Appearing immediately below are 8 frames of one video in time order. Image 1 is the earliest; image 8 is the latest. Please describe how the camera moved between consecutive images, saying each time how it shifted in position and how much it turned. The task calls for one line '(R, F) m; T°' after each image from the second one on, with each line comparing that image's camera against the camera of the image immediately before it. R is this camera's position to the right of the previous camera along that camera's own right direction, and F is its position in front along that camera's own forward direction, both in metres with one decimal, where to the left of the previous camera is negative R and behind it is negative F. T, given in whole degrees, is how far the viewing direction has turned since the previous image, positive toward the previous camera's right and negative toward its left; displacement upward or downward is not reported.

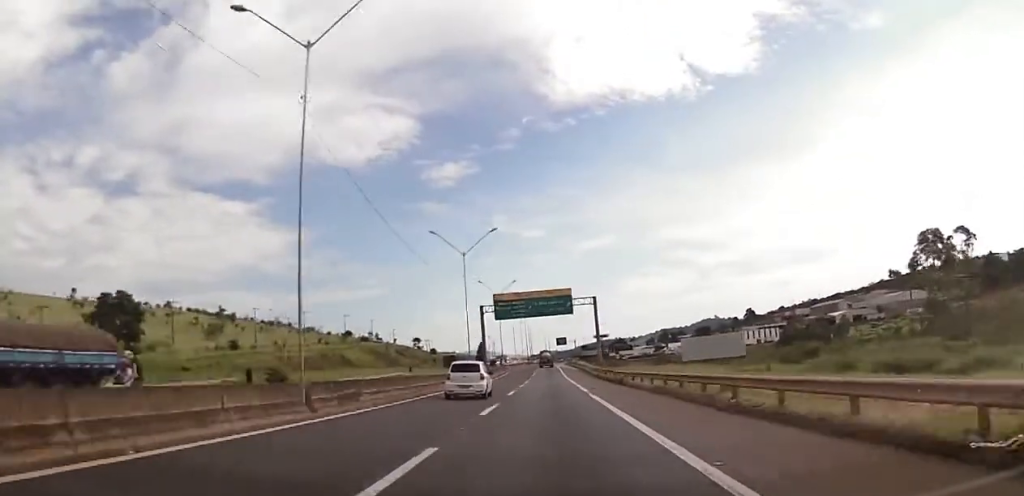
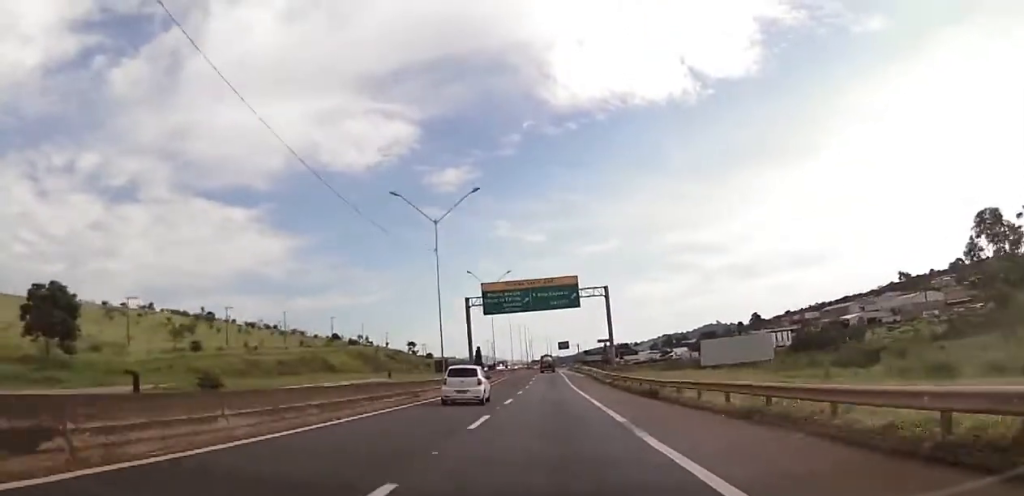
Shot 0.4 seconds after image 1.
(0.0, +15.8) m; 0°
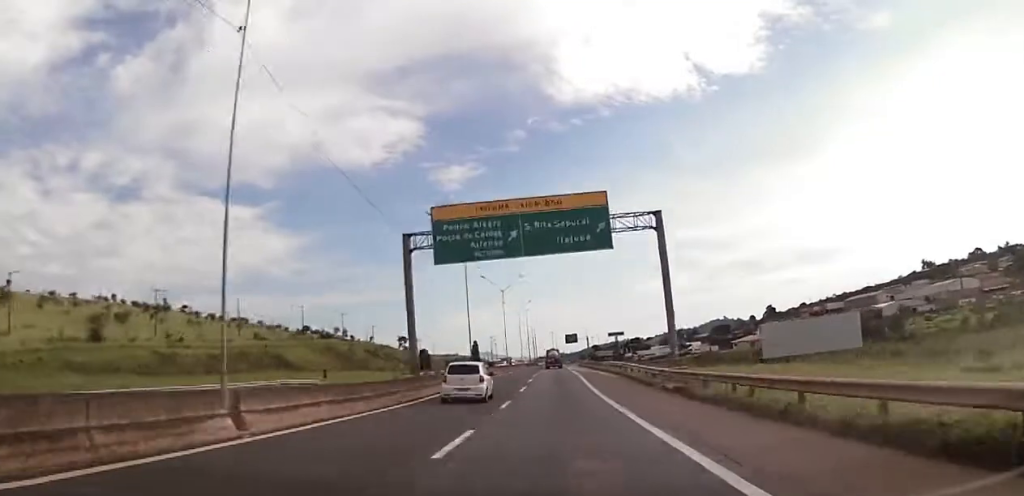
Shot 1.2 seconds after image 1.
(+0.4, +31.0) m; 0°
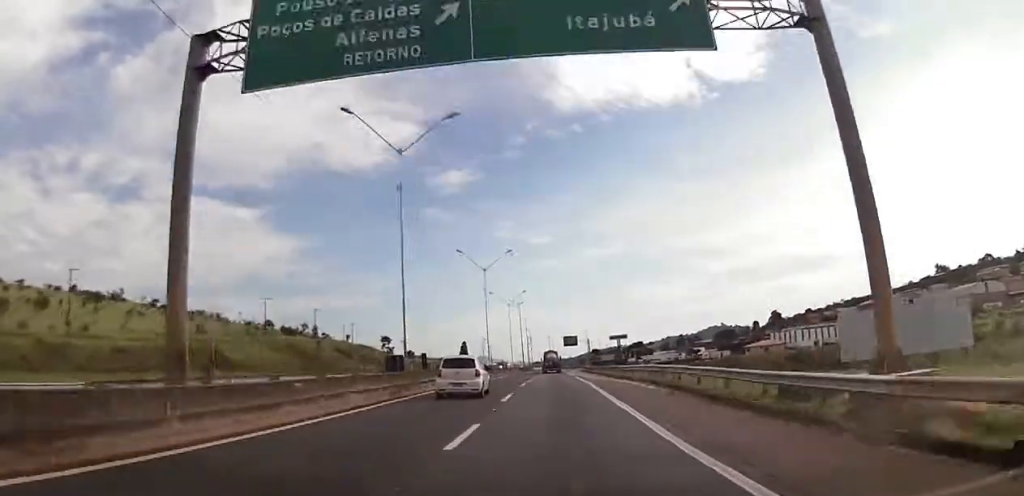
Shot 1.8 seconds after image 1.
(-0.1, +23.7) m; -1°
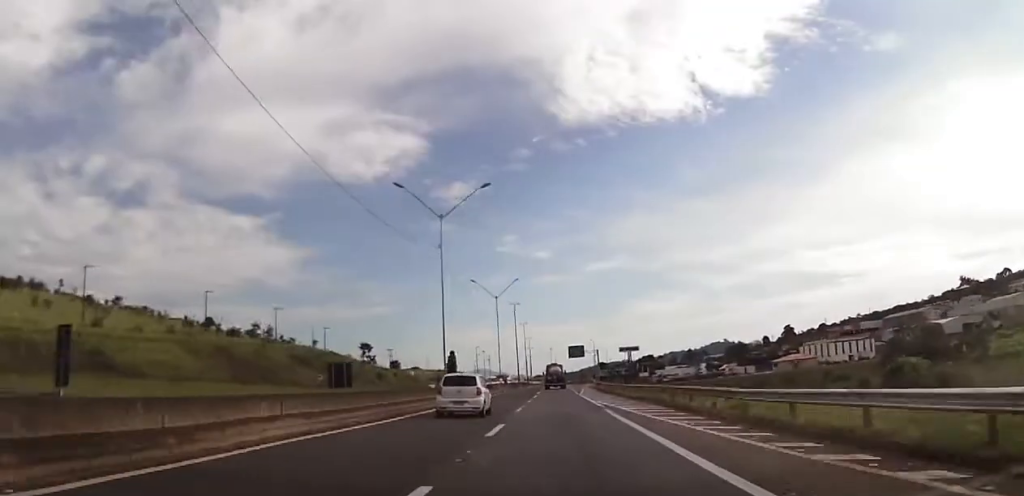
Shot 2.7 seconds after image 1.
(-0.2, +30.8) m; 0°
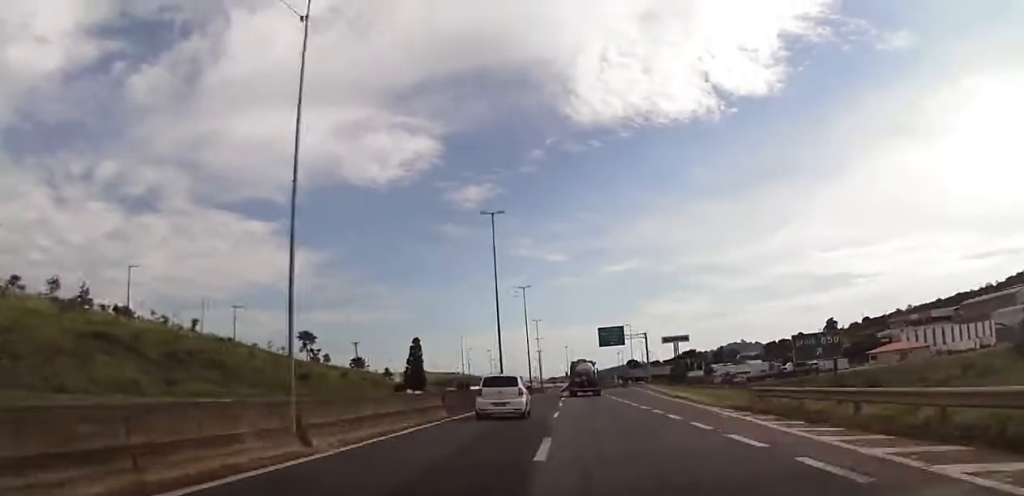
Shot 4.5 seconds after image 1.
(0.0, +67.4) m; 0°
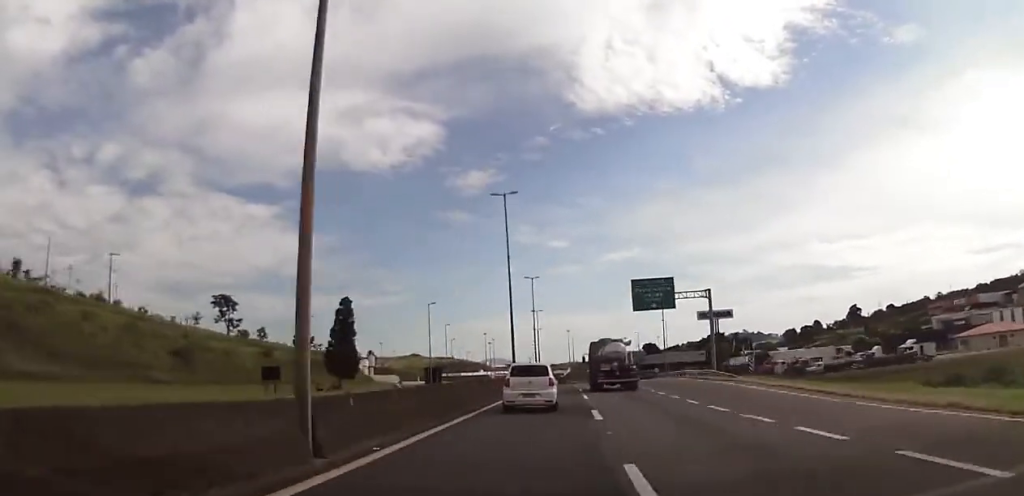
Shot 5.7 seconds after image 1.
(-0.5, +42.8) m; -1°
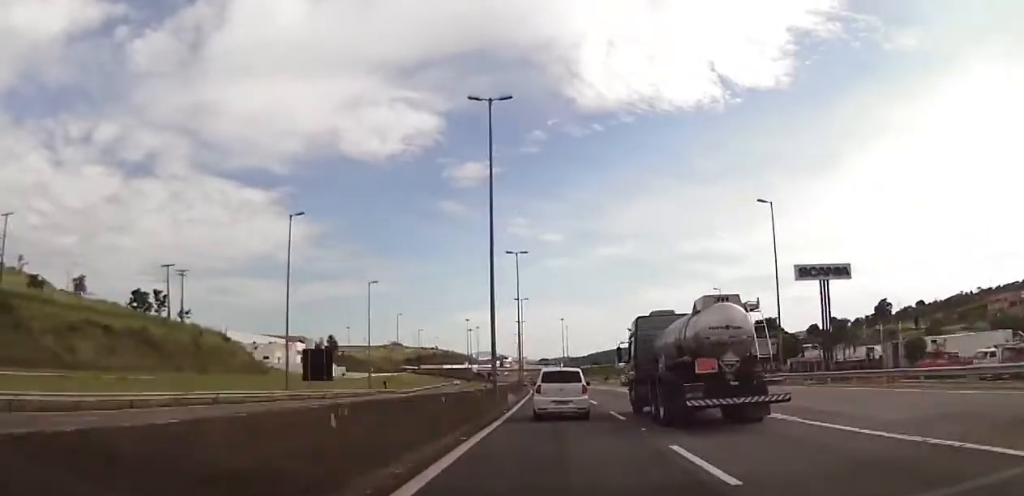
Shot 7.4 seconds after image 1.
(0.0, +60.0) m; +1°
